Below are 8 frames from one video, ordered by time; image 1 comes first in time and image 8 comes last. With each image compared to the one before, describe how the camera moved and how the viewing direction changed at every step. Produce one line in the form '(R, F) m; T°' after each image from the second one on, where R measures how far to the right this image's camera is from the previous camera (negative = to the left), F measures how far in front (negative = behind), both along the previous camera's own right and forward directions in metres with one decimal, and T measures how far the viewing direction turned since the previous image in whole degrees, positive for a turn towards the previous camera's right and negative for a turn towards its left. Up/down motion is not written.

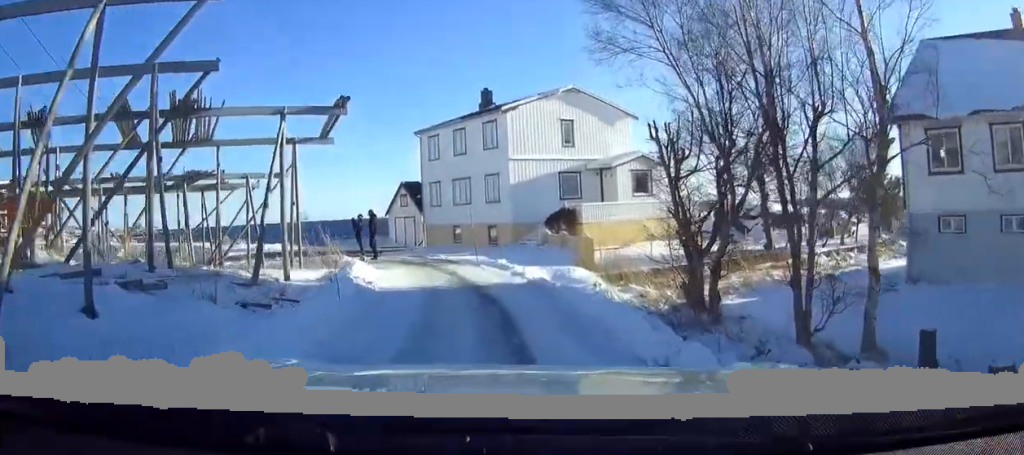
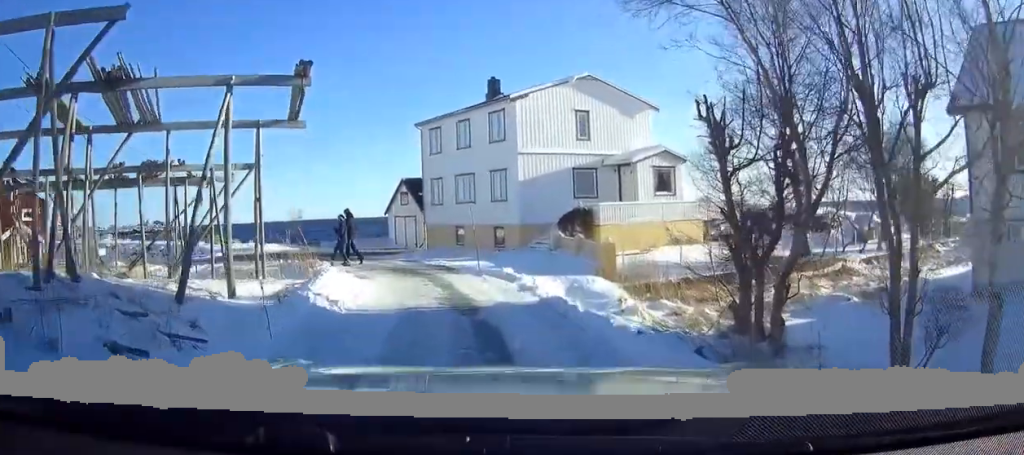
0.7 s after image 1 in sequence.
(0.0, +3.3) m; 0°
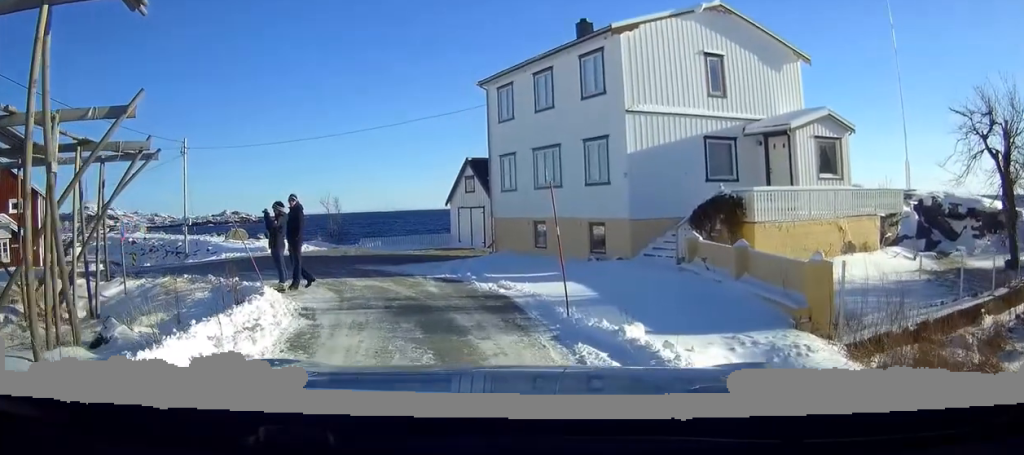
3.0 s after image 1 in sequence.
(+0.1, +10.3) m; -3°
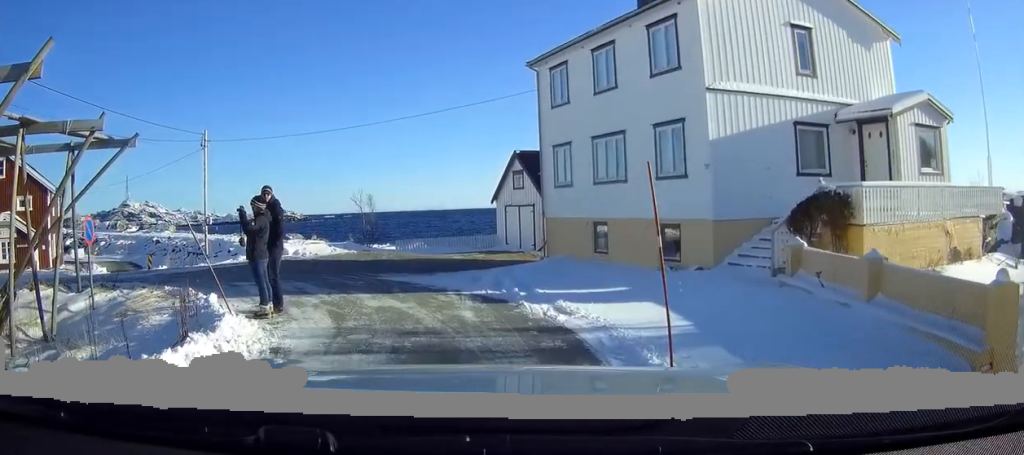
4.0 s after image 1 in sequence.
(-0.1, +3.8) m; -3°
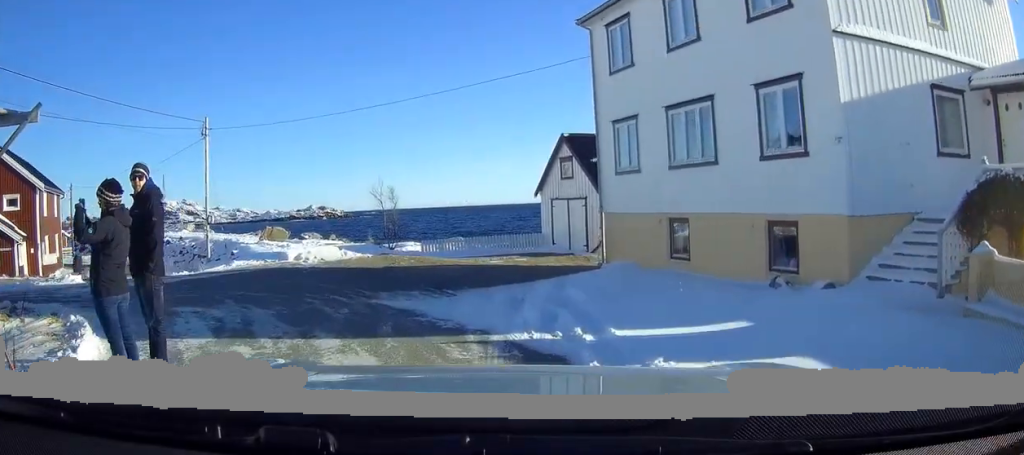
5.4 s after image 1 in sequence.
(-0.2, +5.3) m; -4°
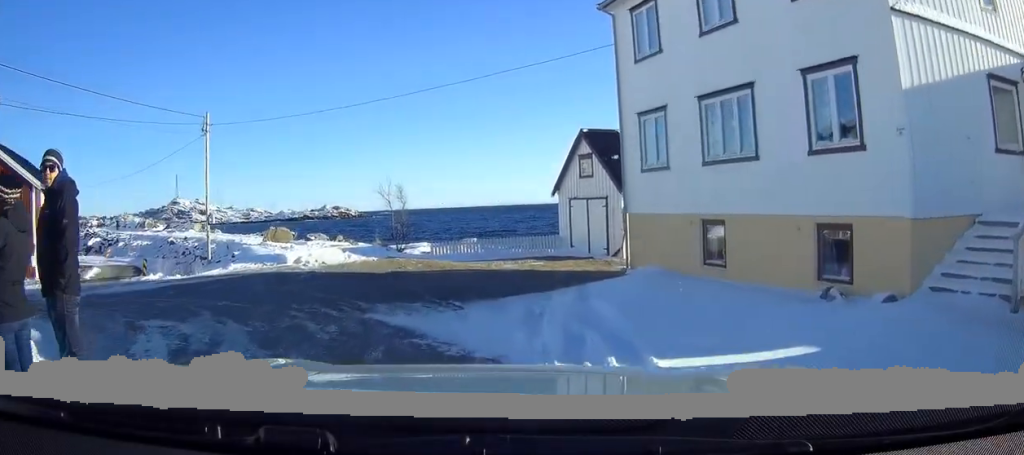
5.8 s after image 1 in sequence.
(0.0, +1.6) m; -1°
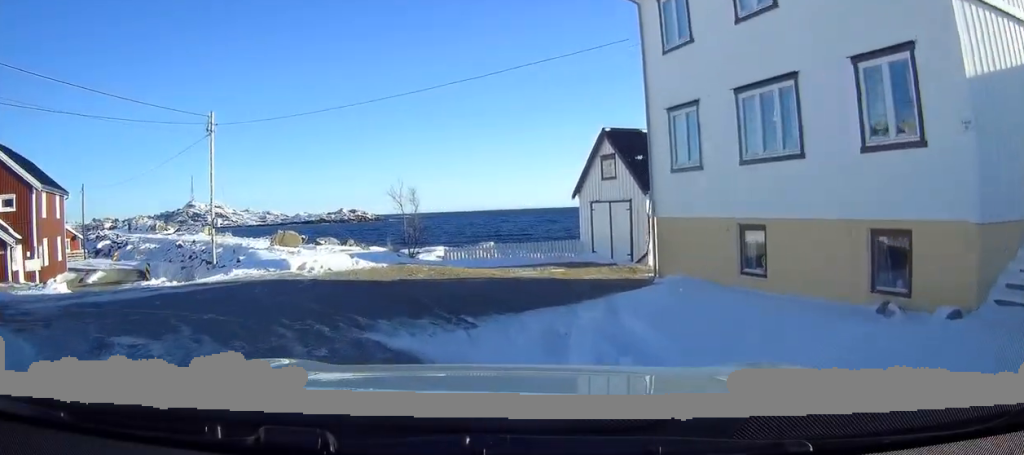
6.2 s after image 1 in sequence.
(0.0, +1.4) m; -1°
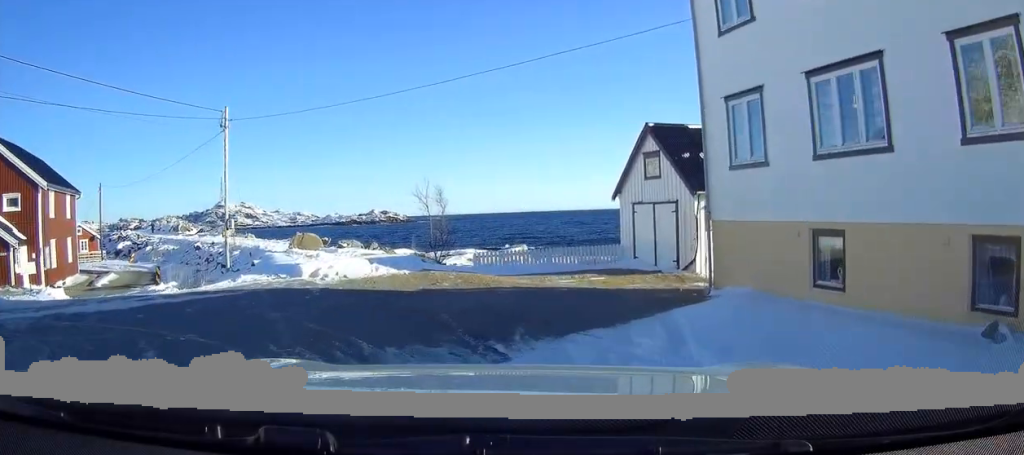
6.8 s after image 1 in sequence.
(-0.1, +1.9) m; -5°
